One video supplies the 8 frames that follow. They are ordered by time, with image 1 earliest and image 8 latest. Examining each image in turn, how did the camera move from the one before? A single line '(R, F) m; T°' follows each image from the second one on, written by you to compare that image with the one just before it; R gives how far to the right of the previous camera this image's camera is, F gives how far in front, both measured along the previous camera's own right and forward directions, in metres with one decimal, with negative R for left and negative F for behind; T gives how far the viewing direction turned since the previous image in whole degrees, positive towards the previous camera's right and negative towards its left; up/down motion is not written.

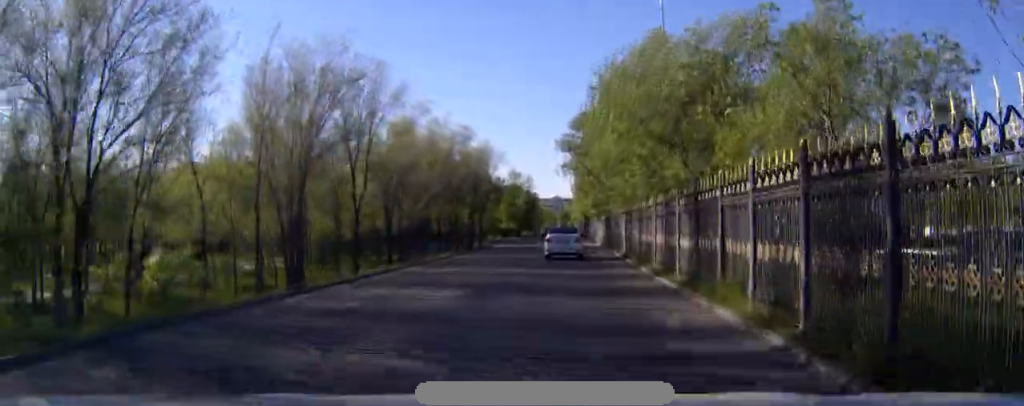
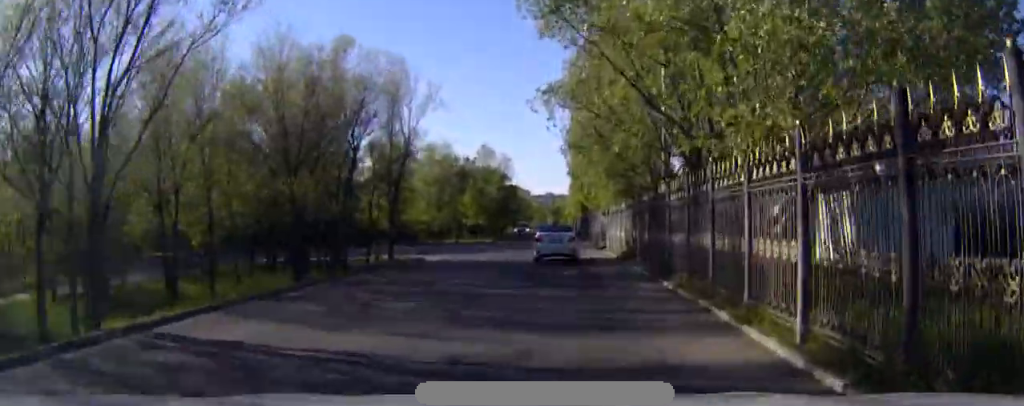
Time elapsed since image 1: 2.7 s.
(0.0, +28.0) m; +1°
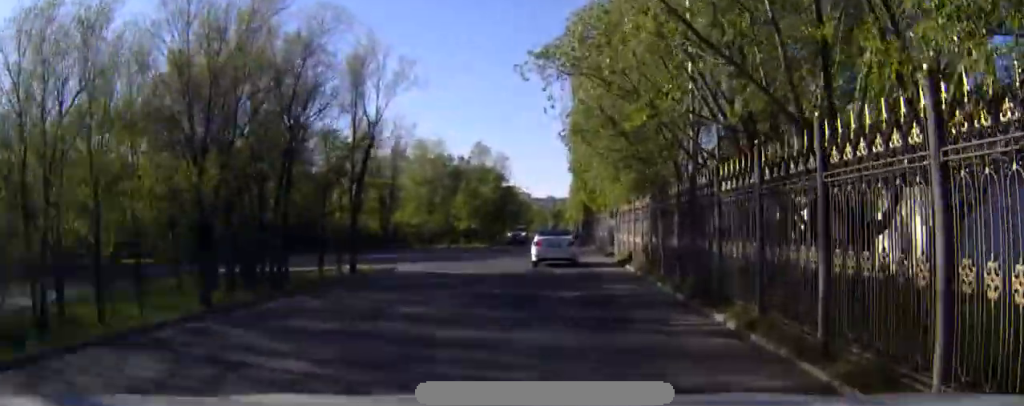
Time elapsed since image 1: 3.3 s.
(+0.1, +5.8) m; 0°
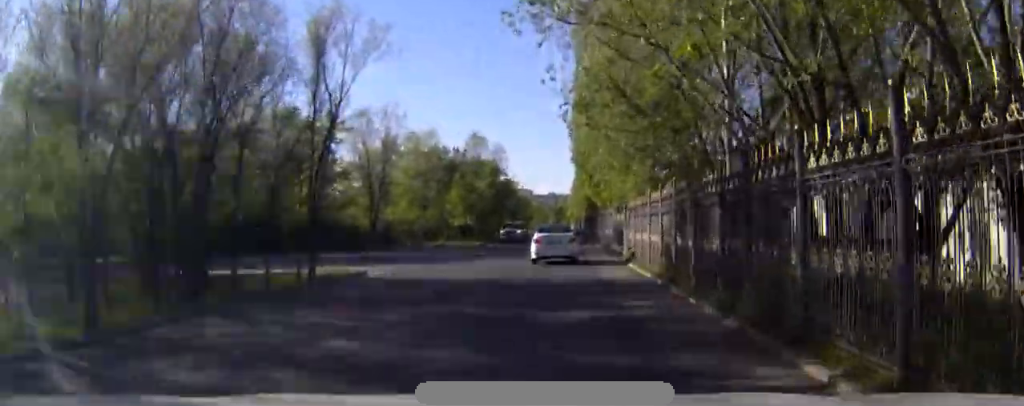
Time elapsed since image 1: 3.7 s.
(0.0, +4.4) m; 0°
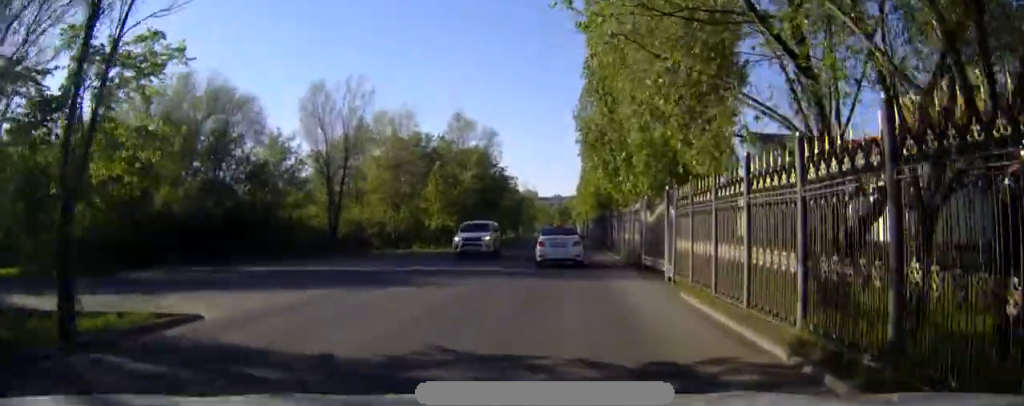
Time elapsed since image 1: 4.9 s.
(-0.1, +11.7) m; -1°
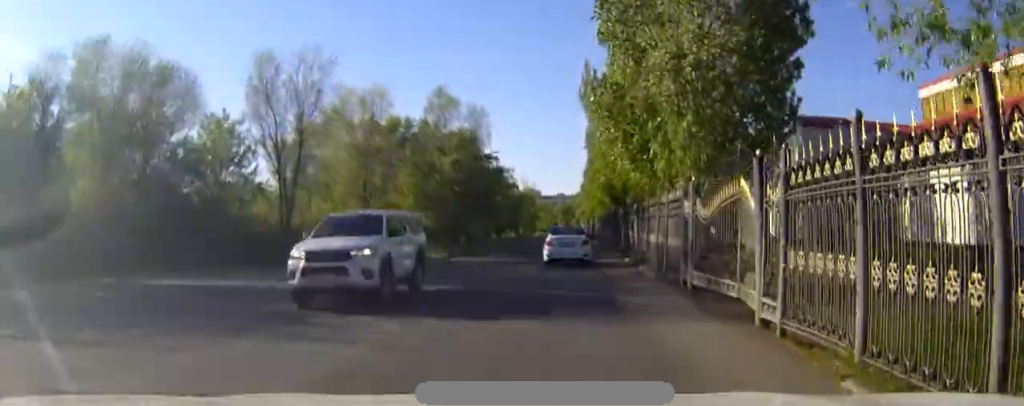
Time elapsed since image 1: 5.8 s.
(-0.1, +9.1) m; -1°
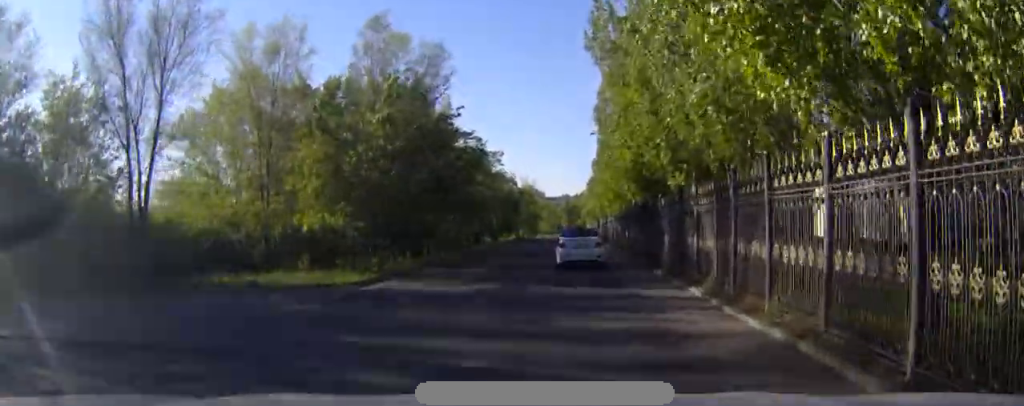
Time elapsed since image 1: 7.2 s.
(-0.3, +15.2) m; -1°
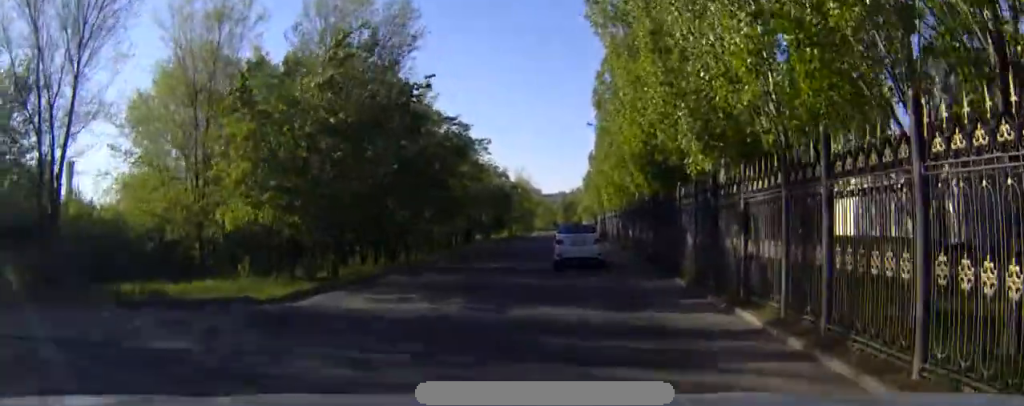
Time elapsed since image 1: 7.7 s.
(0.0, +5.1) m; 0°
